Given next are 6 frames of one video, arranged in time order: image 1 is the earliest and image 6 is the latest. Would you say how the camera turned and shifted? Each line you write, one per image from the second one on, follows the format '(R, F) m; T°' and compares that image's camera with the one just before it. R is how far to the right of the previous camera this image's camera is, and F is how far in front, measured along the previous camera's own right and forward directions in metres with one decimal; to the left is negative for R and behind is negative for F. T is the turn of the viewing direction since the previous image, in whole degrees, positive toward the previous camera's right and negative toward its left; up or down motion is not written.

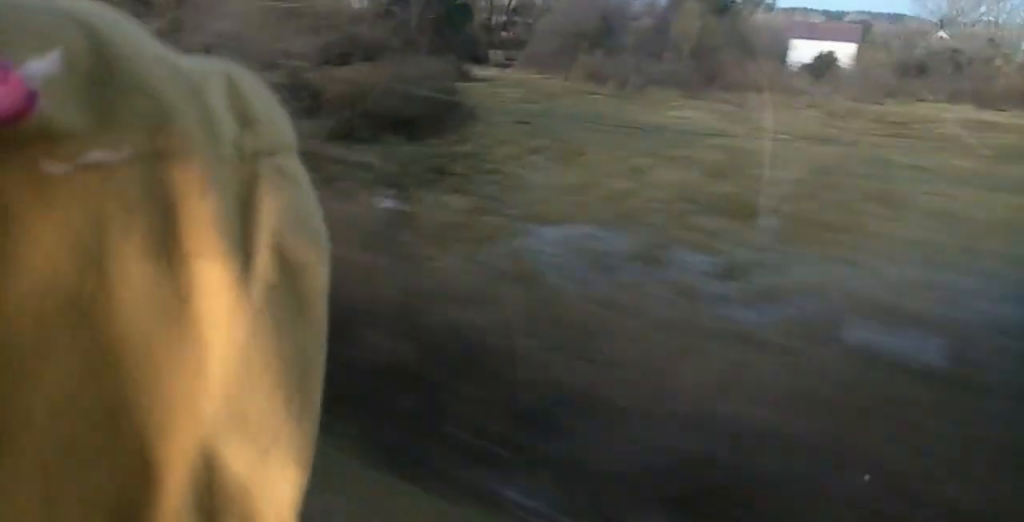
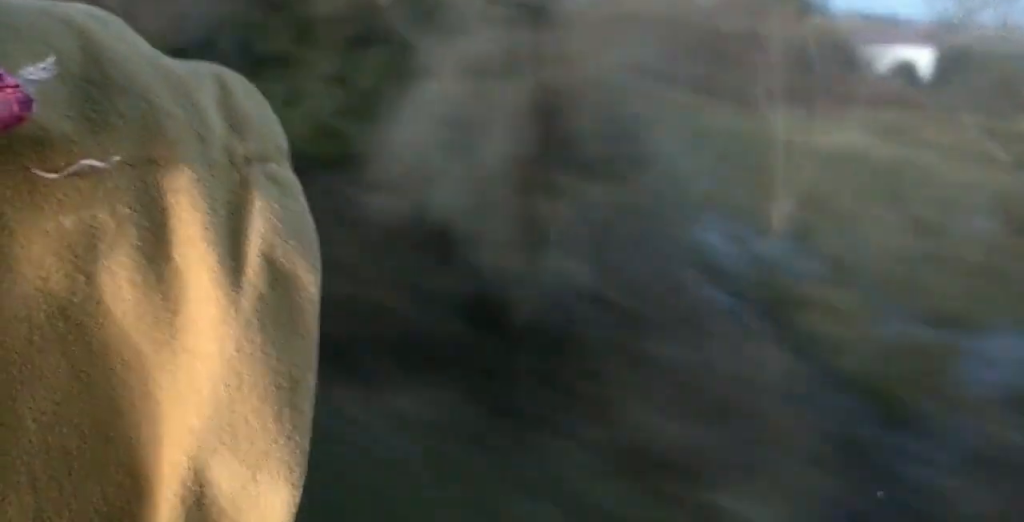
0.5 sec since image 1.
(+0.1, +8.3) m; +1°
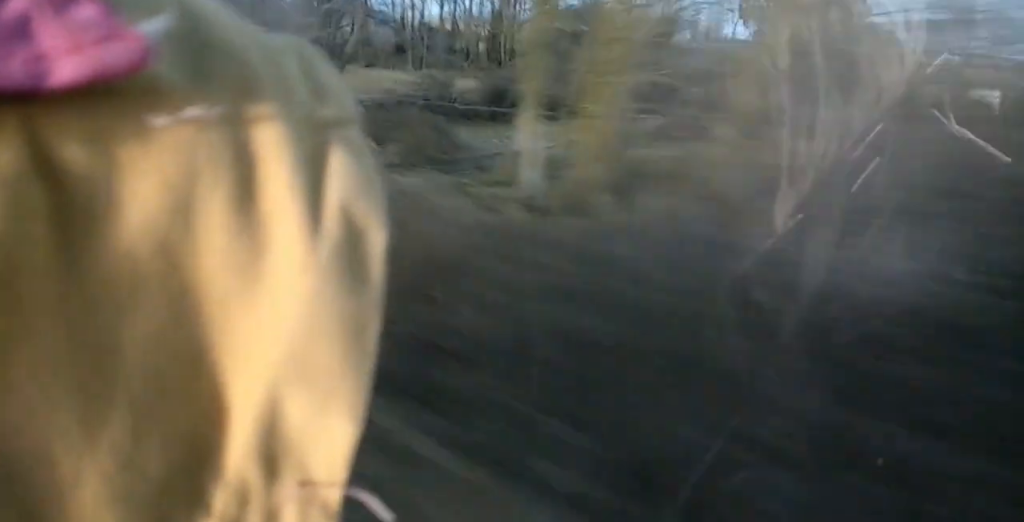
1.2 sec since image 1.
(+0.1, +11.9) m; +1°
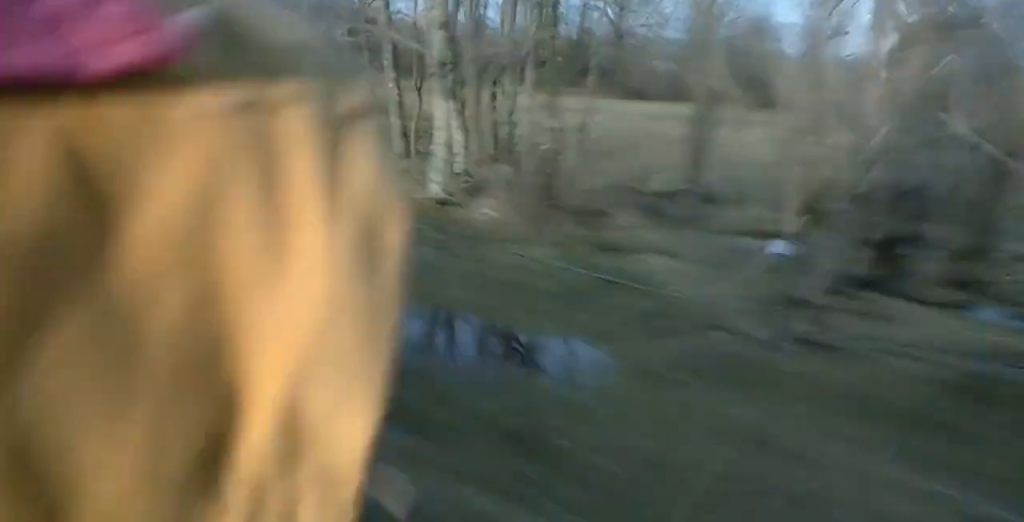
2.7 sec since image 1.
(+0.3, +27.9) m; -1°
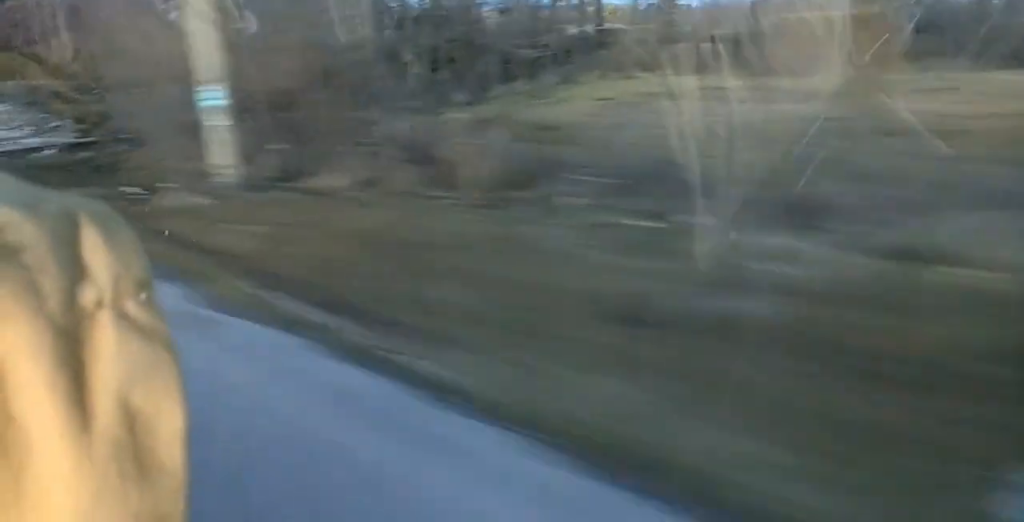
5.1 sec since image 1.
(-0.8, +45.9) m; 0°
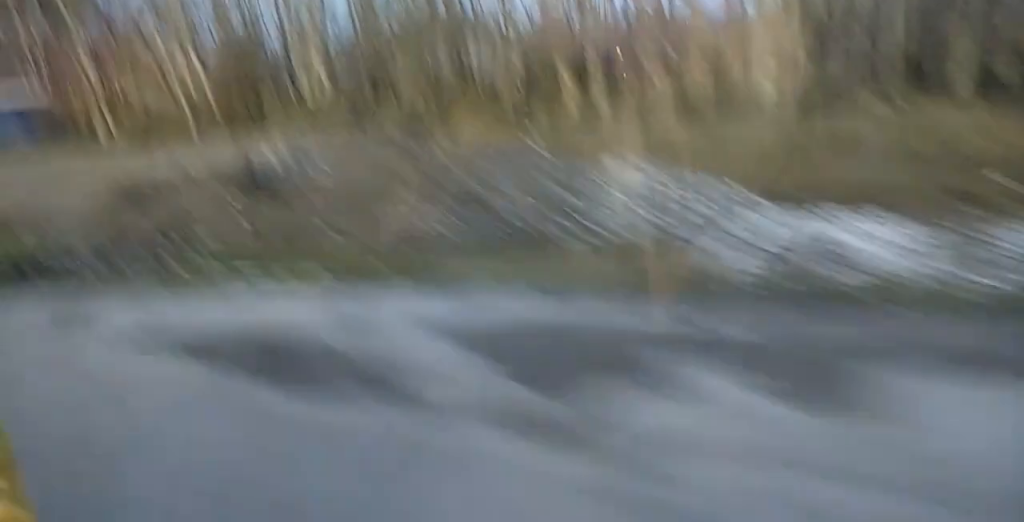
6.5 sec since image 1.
(+0.3, +27.4) m; 0°
